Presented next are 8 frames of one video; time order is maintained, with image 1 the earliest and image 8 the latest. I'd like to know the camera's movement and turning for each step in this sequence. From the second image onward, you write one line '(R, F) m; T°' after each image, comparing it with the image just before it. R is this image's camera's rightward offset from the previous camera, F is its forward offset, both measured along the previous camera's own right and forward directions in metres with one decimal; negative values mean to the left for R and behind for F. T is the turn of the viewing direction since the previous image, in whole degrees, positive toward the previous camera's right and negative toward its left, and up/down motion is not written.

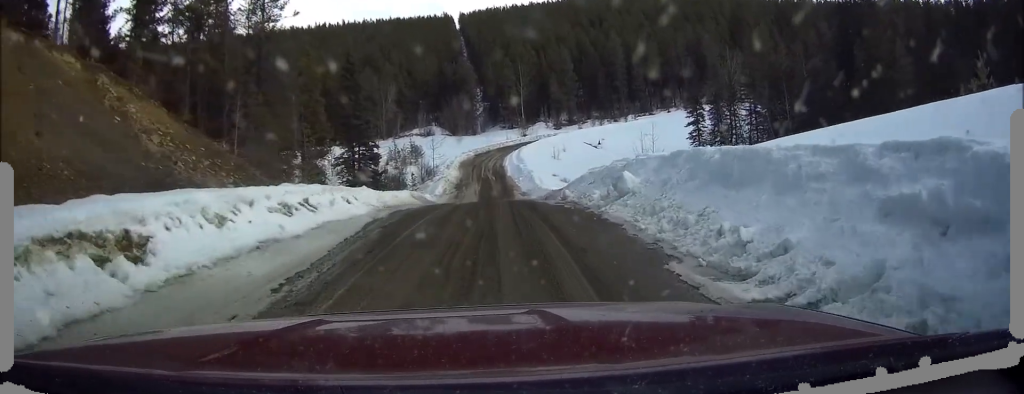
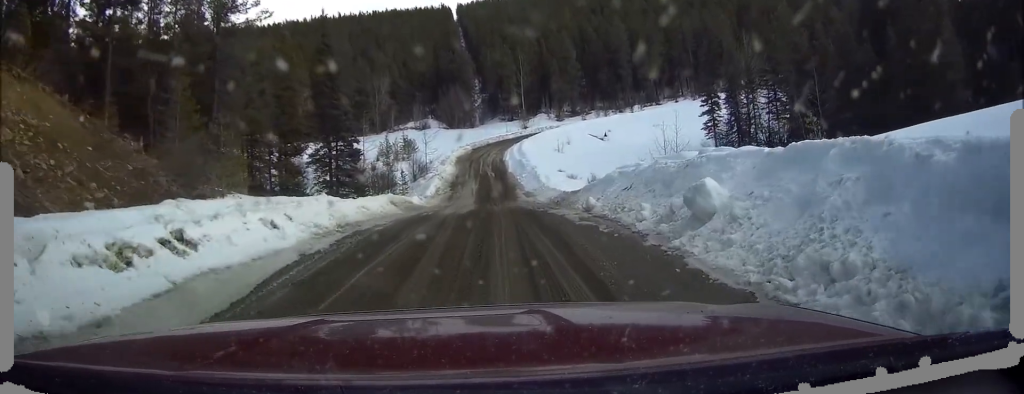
(+0.1, +6.8) m; -2°
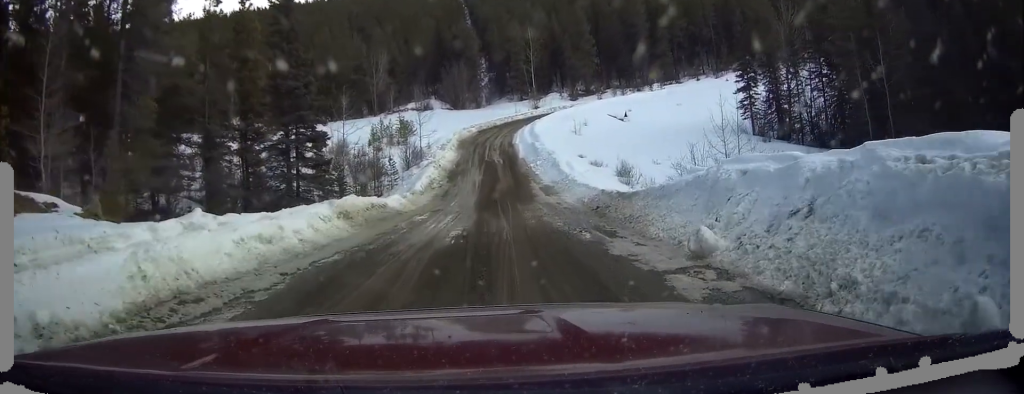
(-0.5, +10.1) m; -4°
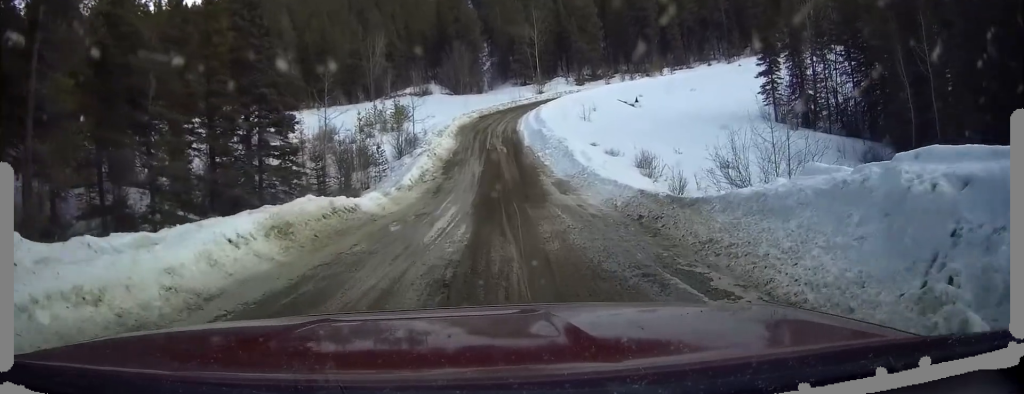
(-0.1, +5.5) m; -1°
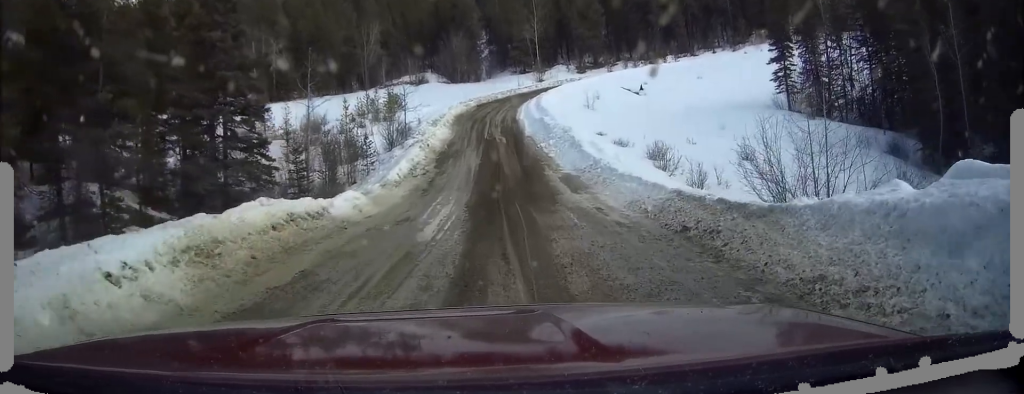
(0.0, +3.4) m; 0°
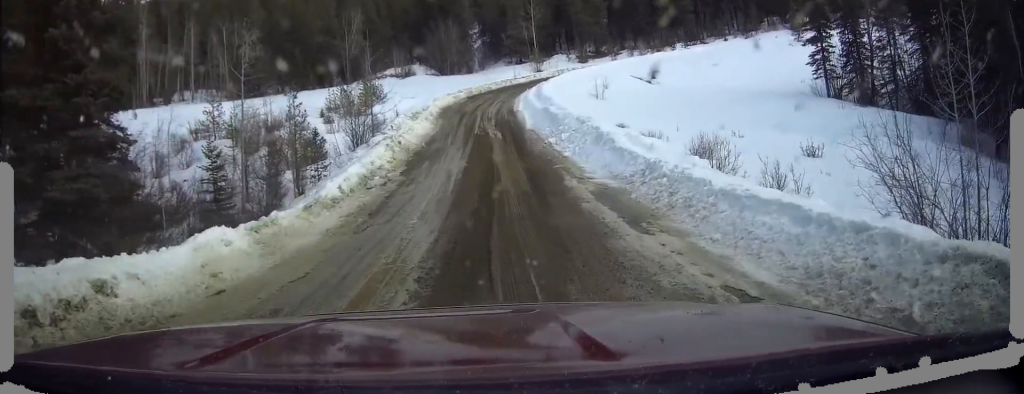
(0.0, +9.0) m; -1°
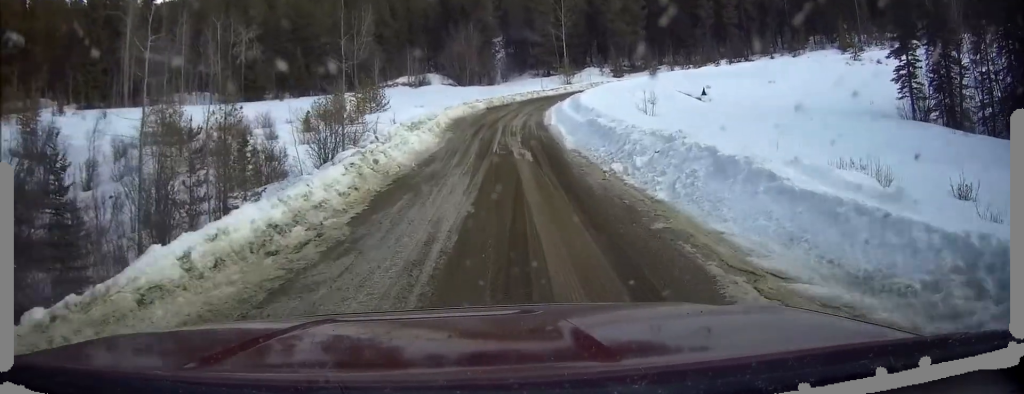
(-0.1, +9.9) m; -1°
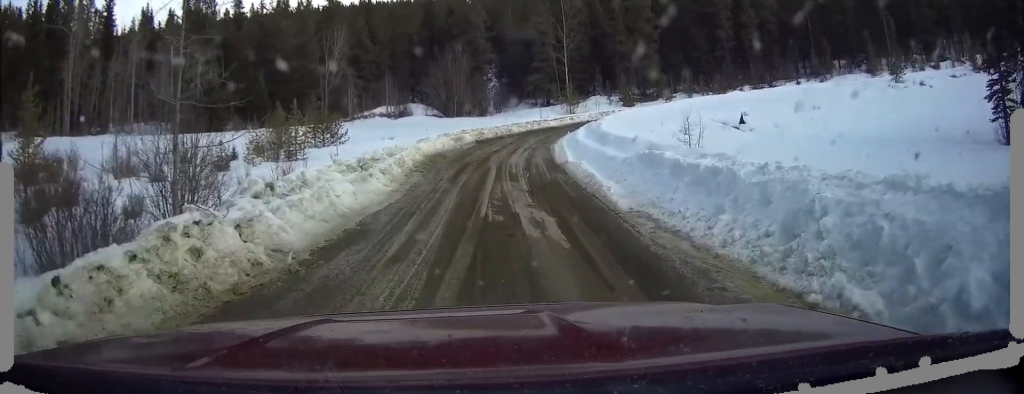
(+0.2, +11.0) m; +3°
